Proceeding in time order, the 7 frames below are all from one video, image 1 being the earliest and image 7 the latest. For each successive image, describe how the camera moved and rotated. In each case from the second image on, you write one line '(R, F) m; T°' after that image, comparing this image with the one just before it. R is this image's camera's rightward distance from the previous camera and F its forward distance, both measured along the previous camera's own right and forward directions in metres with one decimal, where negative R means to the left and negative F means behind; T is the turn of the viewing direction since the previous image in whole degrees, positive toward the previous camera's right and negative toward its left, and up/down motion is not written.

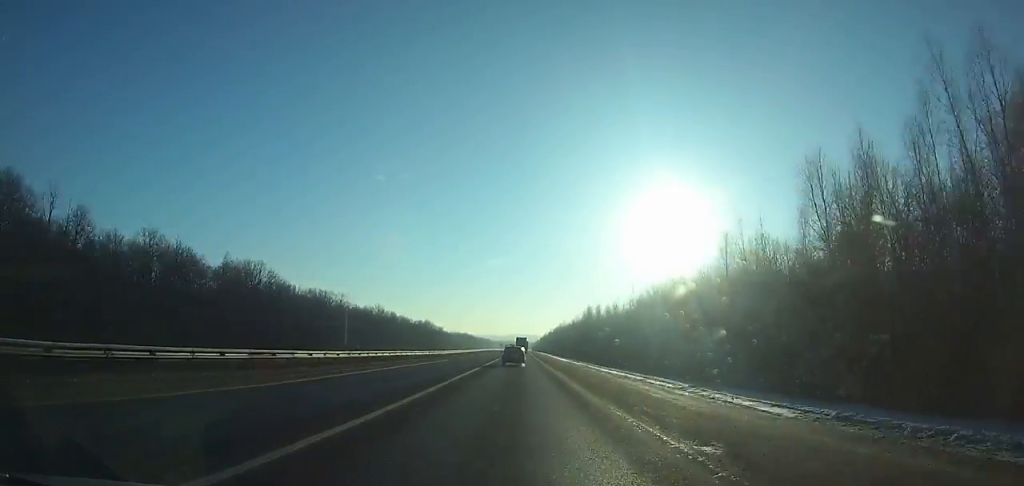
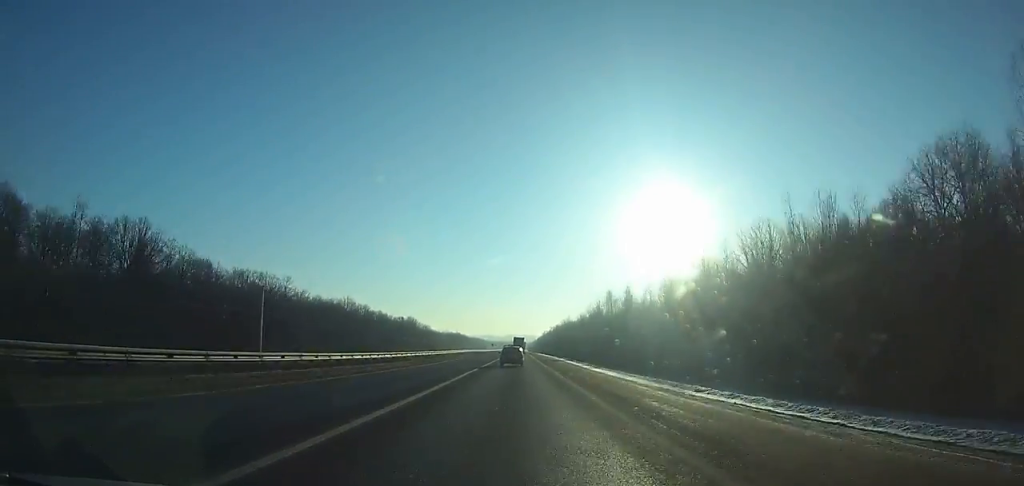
(0.0, +43.6) m; 0°
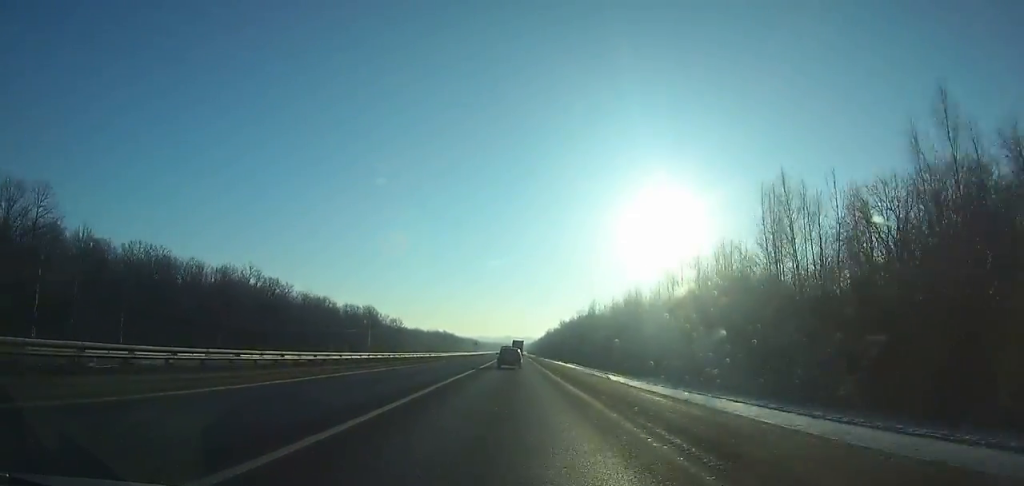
(+0.2, +84.9) m; 0°
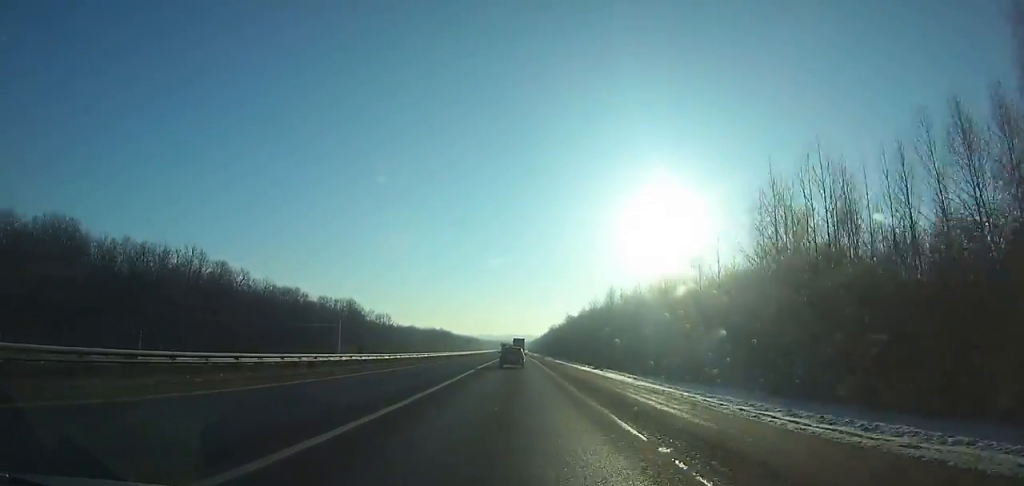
(0.0, +28.3) m; 0°
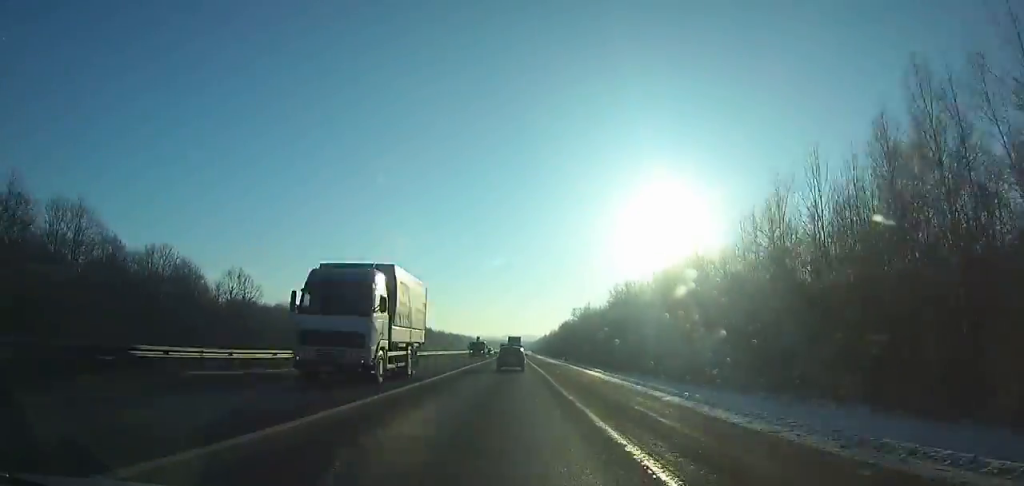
(+0.8, +137.4) m; 0°
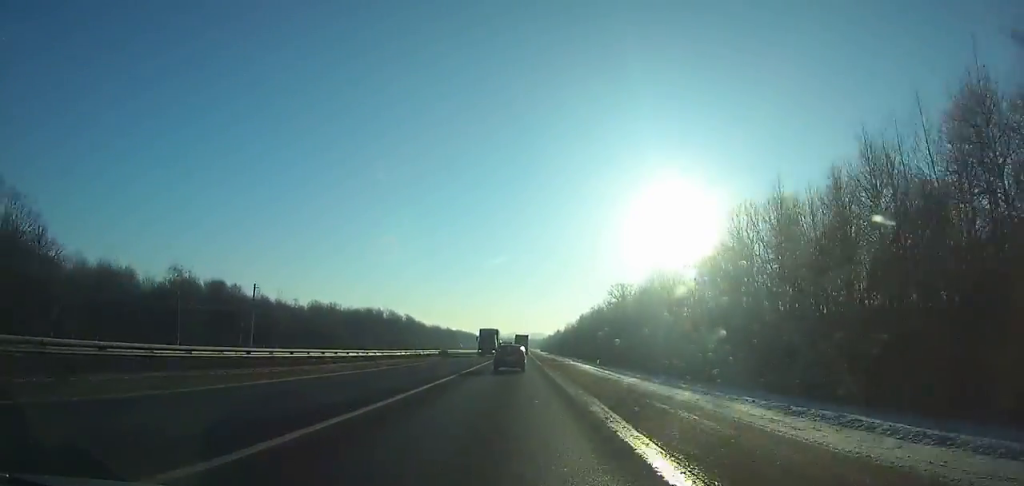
(-0.3, +65.5) m; 0°
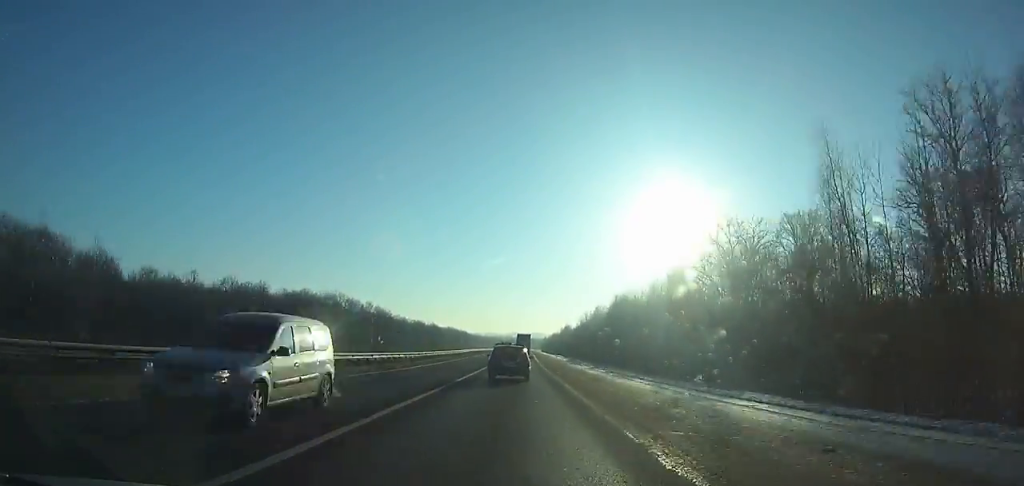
(+0.1, +63.6) m; 0°
